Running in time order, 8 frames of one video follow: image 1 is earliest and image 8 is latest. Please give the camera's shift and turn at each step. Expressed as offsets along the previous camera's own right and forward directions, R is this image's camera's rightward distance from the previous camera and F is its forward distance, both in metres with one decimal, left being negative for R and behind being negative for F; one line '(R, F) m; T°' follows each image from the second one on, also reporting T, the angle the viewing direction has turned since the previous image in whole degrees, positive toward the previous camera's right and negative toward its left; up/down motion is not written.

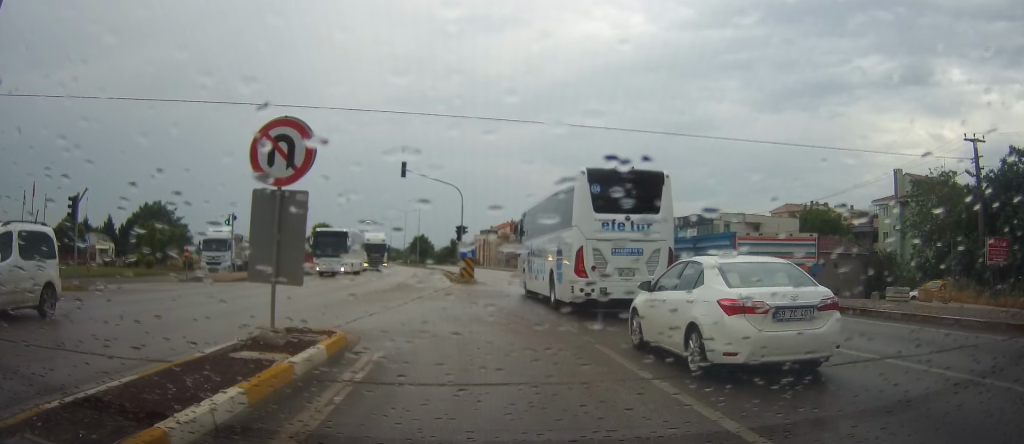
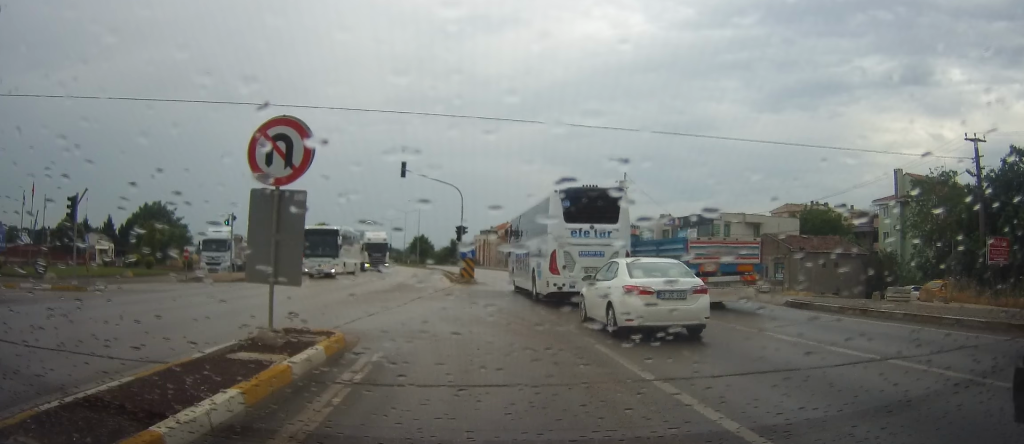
(0.0, 0.0) m; 0°
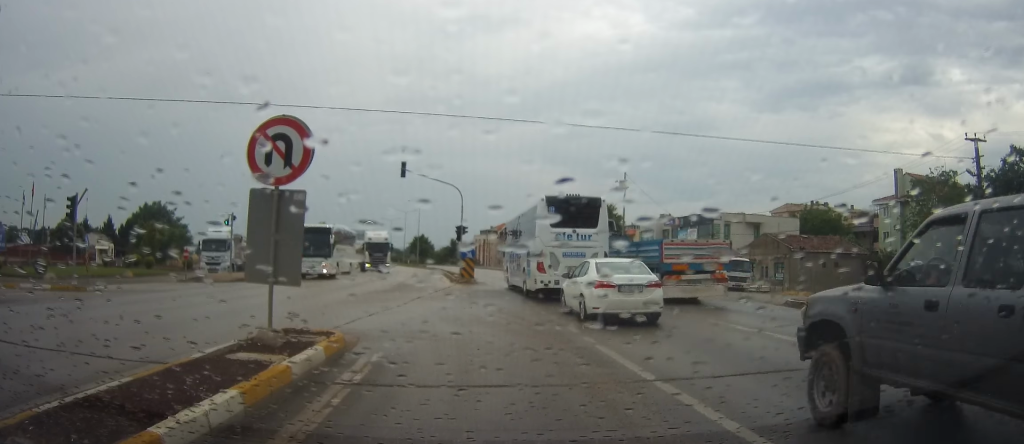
(0.0, 0.0) m; 0°
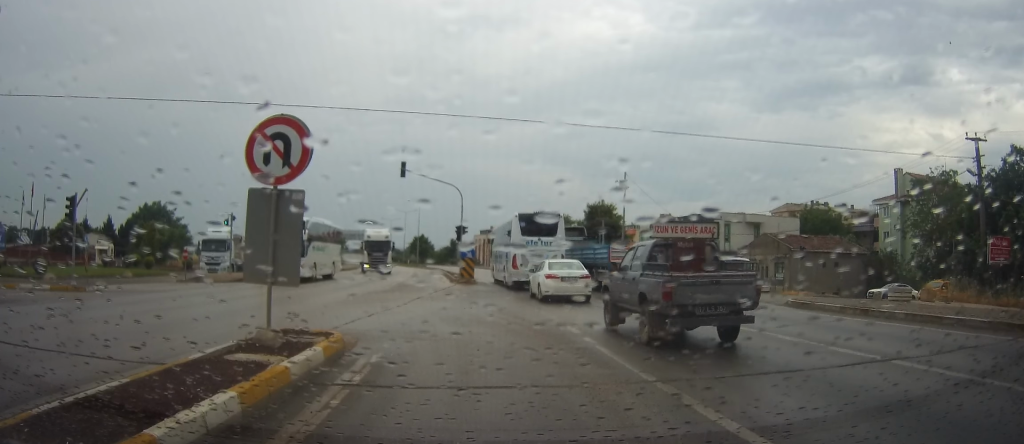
(0.0, 0.0) m; 0°
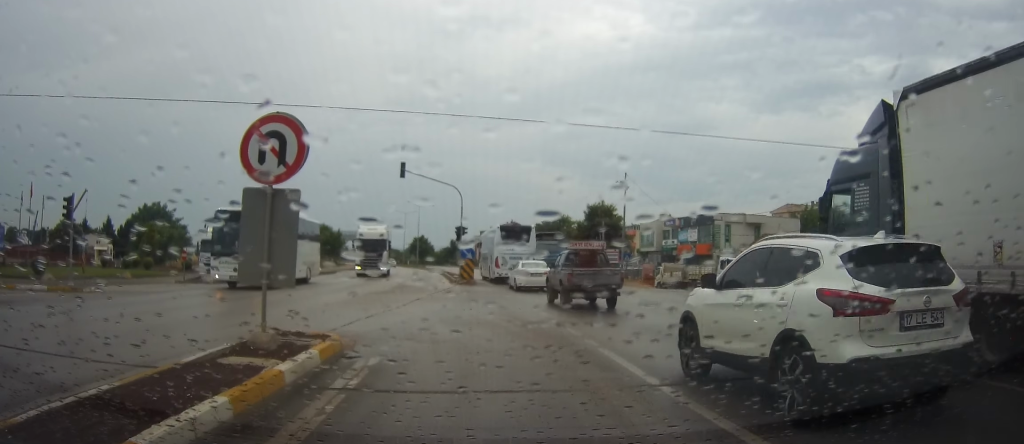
(0.0, 0.0) m; 0°
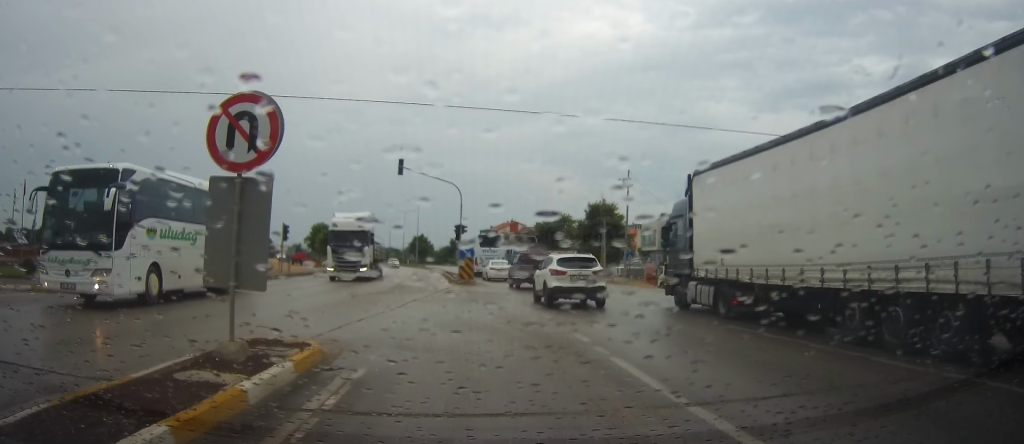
(-0.4, +0.2) m; 0°
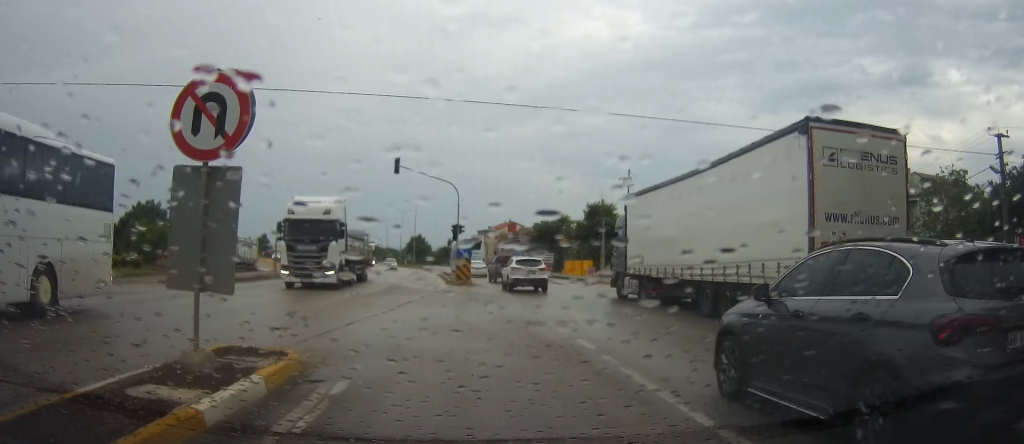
(-0.6, +0.3) m; 0°
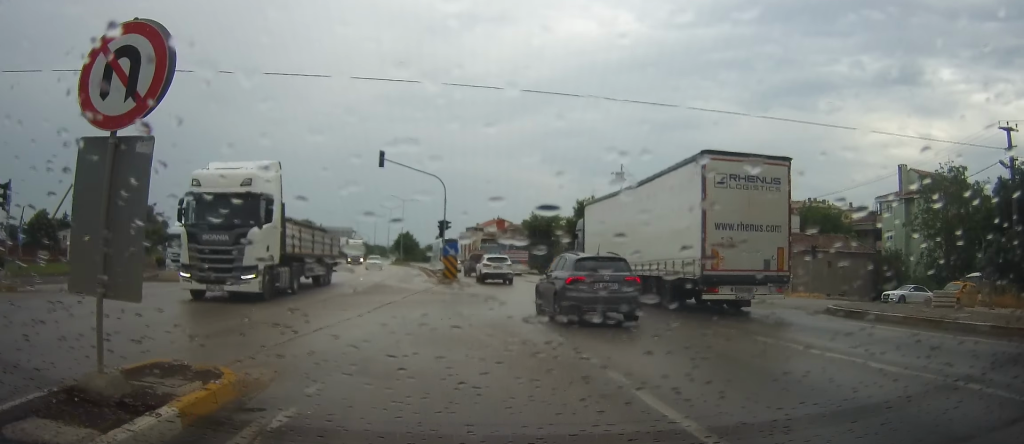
(-0.4, +0.2) m; 0°
